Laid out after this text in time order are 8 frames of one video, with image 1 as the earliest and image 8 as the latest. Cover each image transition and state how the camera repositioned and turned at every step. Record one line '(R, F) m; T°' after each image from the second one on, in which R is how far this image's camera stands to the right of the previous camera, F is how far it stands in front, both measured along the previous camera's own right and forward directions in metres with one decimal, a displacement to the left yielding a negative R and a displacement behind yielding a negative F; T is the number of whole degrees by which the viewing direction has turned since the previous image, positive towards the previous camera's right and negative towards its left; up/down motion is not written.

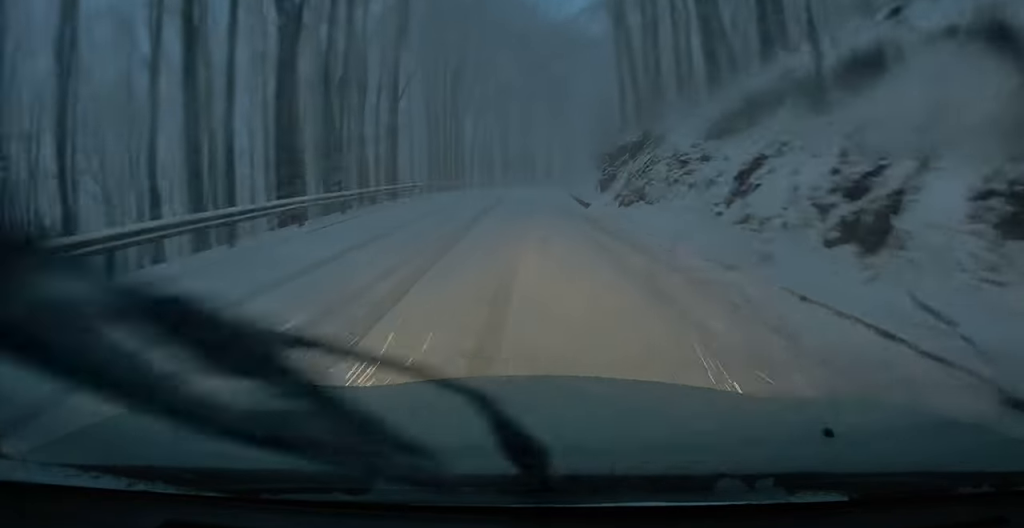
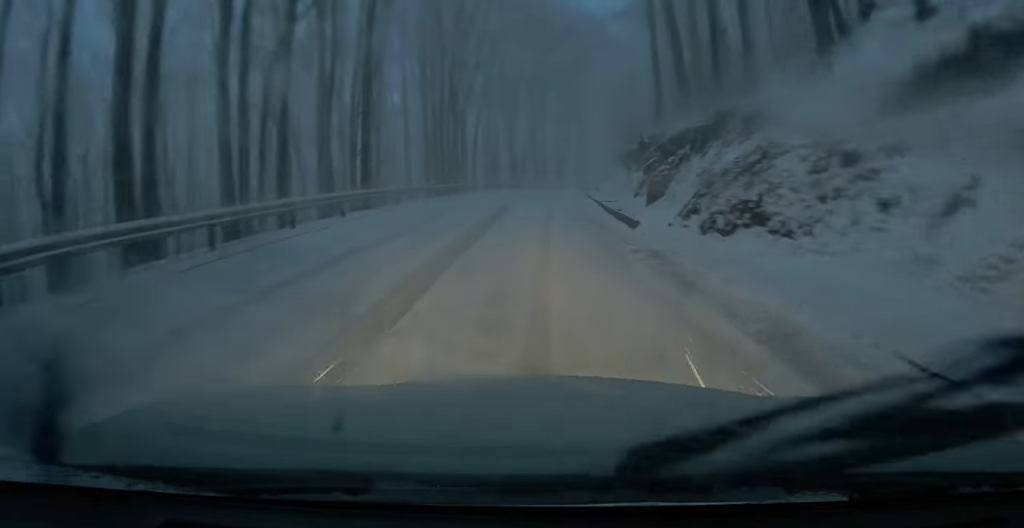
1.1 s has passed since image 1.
(-0.3, +8.9) m; -2°
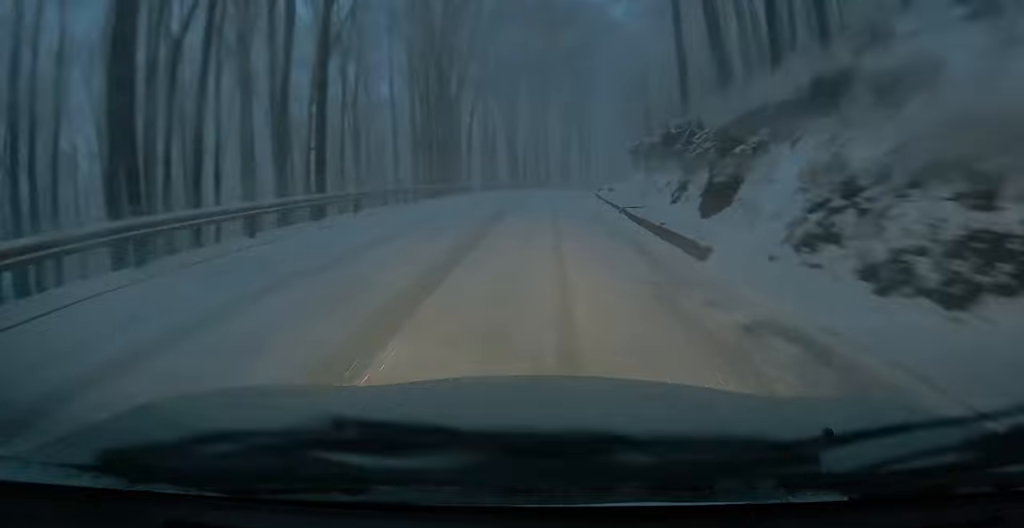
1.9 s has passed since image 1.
(+0.1, +5.8) m; -1°
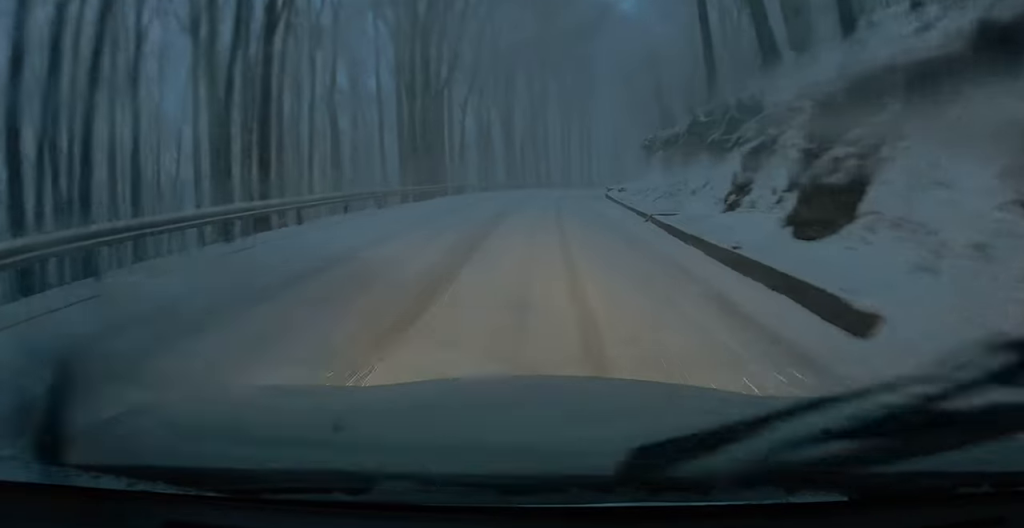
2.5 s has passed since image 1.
(-0.2, +4.5) m; -2°
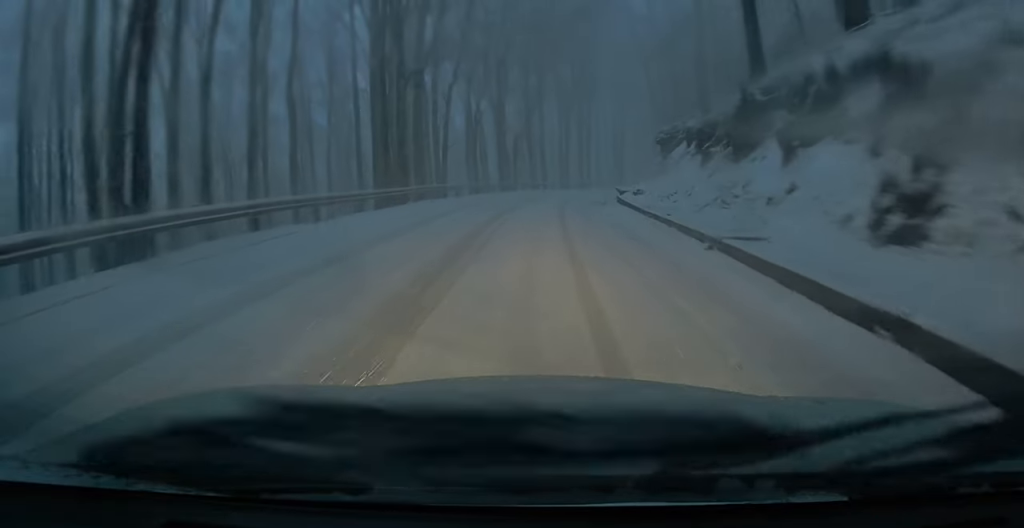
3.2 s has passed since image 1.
(-0.1, +5.4) m; -1°
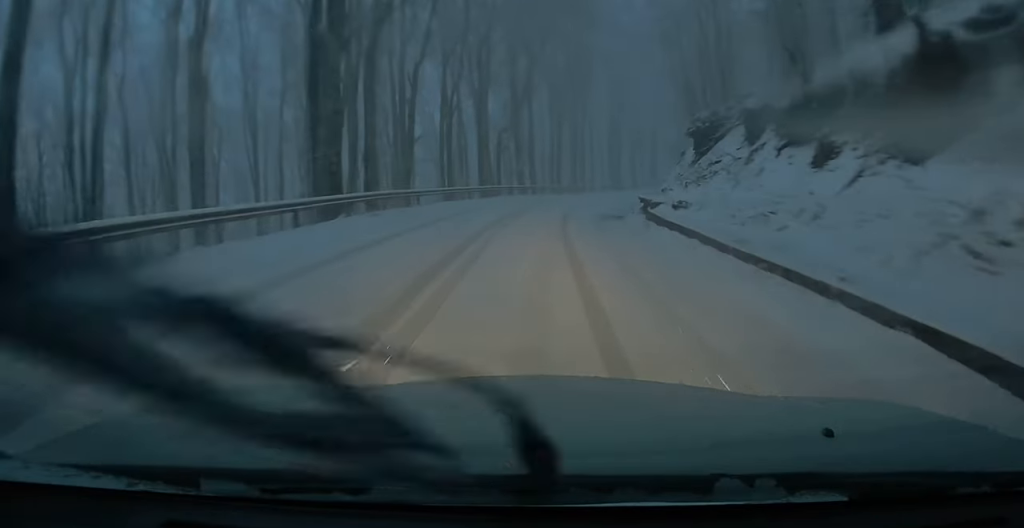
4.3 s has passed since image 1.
(0.0, +7.8) m; 0°
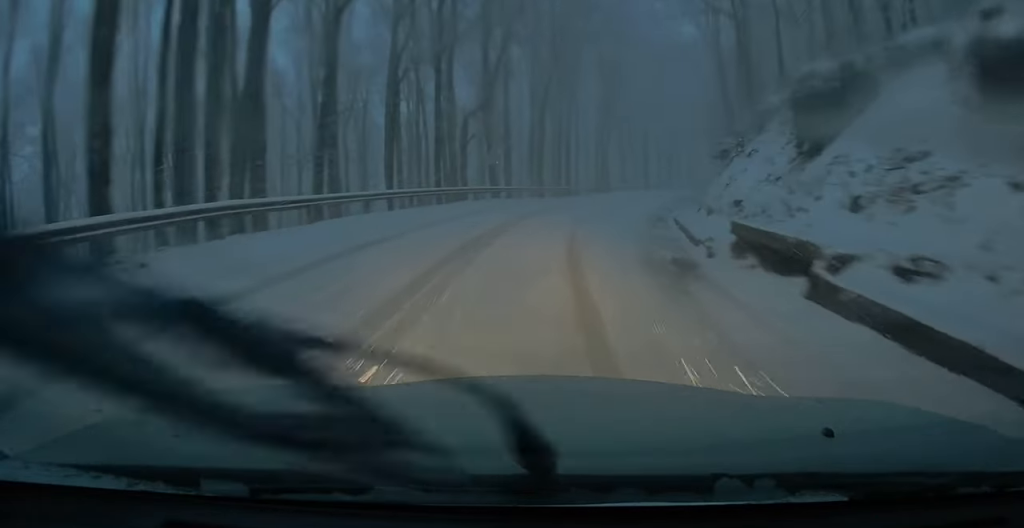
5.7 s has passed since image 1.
(0.0, +9.7) m; 0°
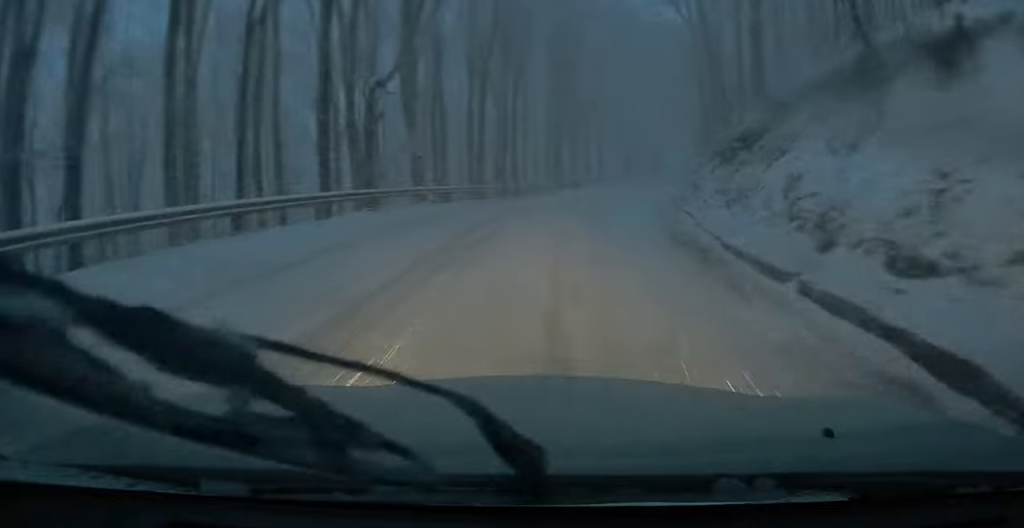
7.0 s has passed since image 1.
(+0.4, +9.3) m; +8°
